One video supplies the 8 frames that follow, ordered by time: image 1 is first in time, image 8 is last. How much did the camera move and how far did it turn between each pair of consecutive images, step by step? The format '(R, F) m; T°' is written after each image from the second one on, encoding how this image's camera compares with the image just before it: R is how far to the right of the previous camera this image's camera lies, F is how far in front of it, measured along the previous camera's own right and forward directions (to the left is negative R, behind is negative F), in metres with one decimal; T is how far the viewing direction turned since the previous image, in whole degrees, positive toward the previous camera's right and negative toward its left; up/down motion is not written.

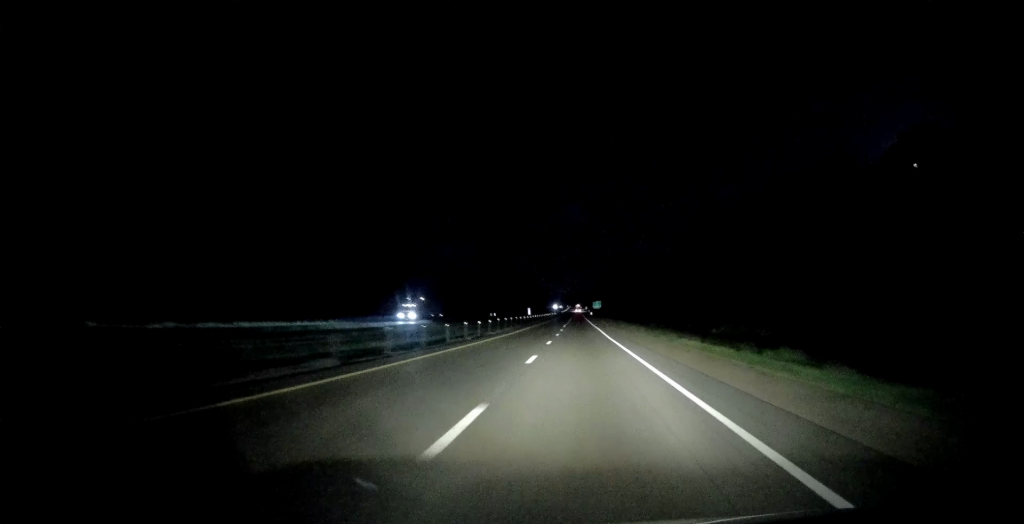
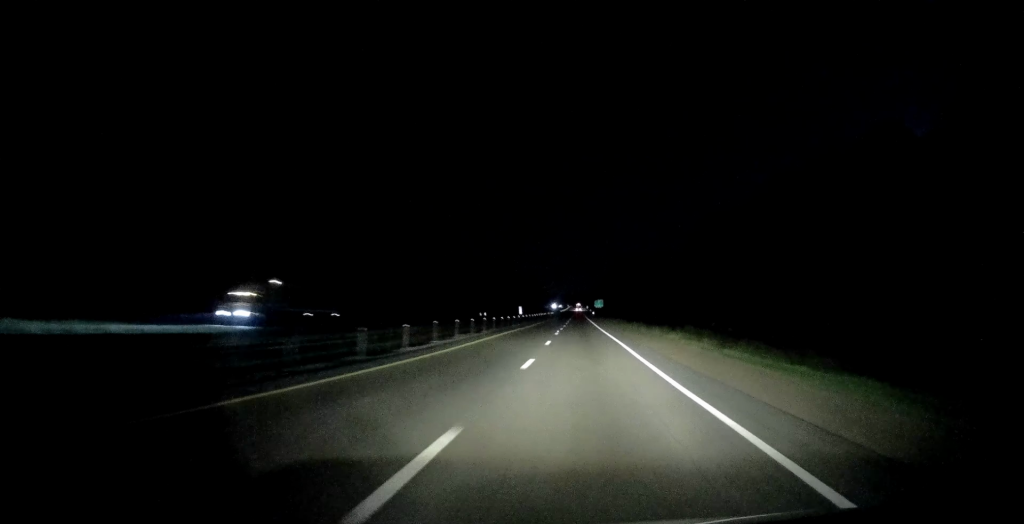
(-0.2, +26.4) m; 0°
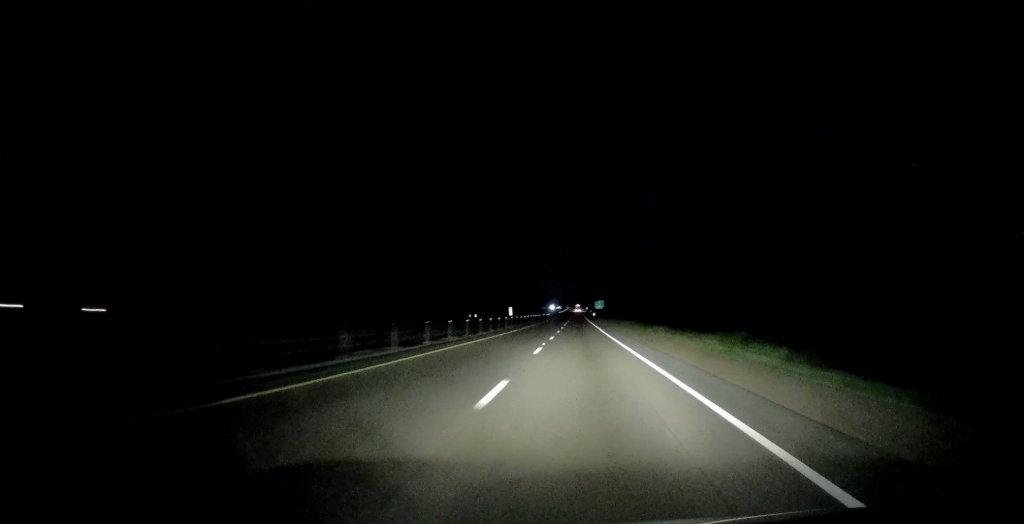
(+0.2, +18.9) m; 0°
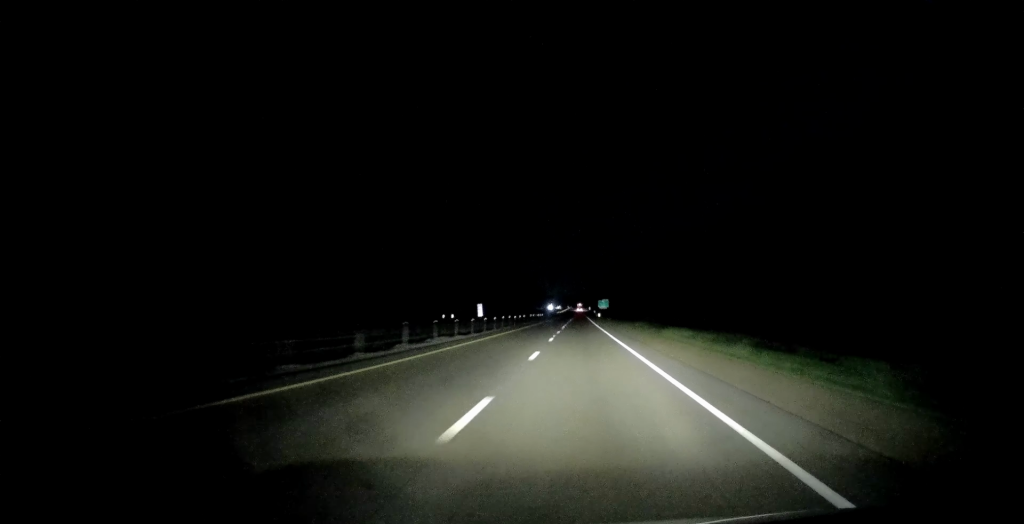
(-0.5, +38.7) m; -1°
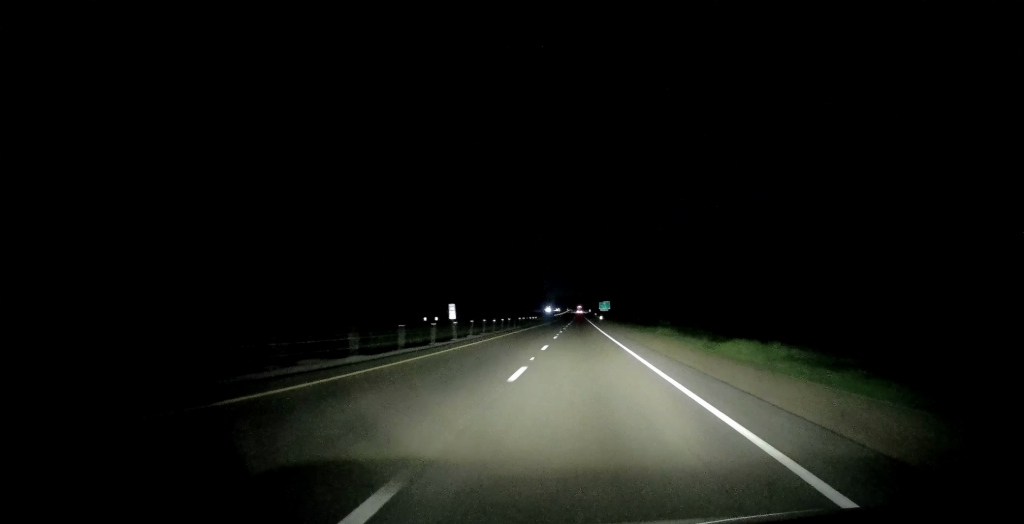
(0.0, +17.8) m; +1°
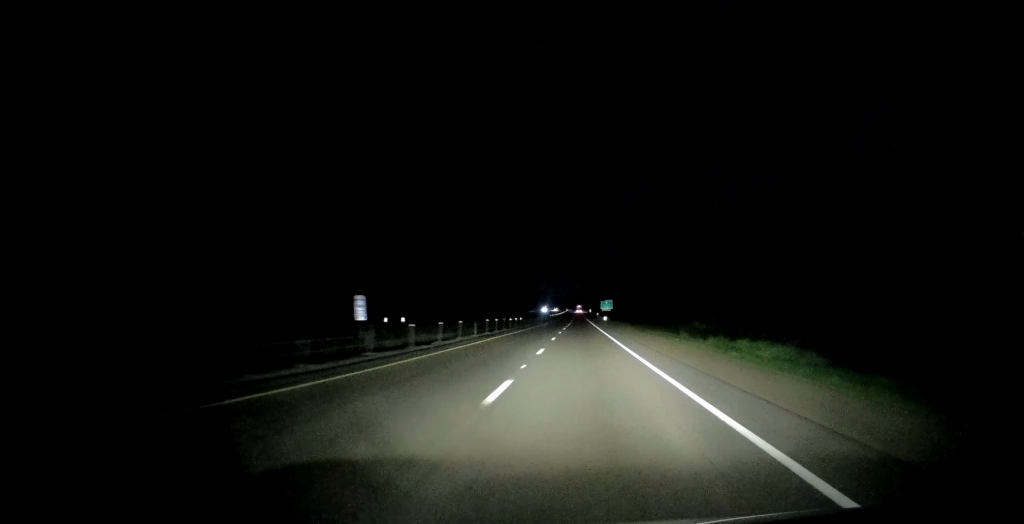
(+0.3, +28.3) m; +1°
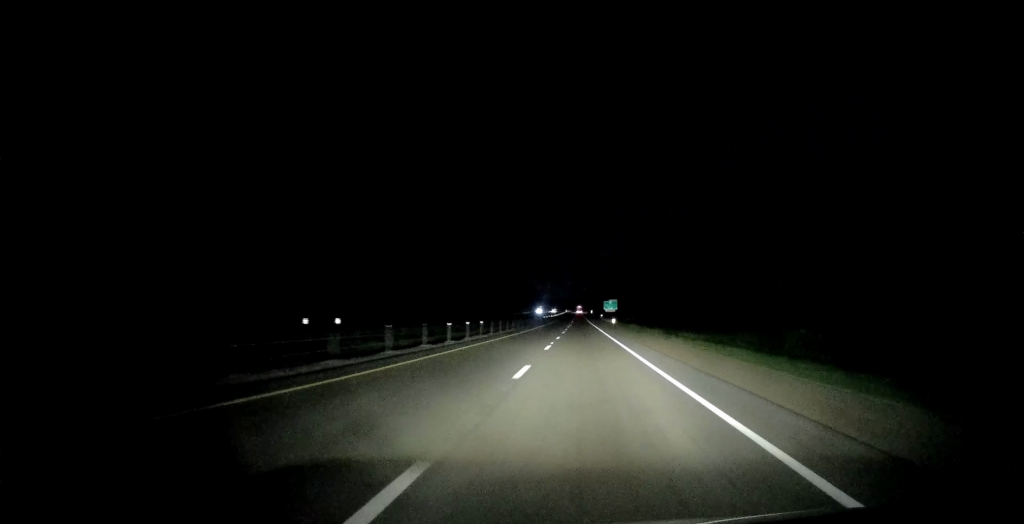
(+0.1, +32.5) m; 0°
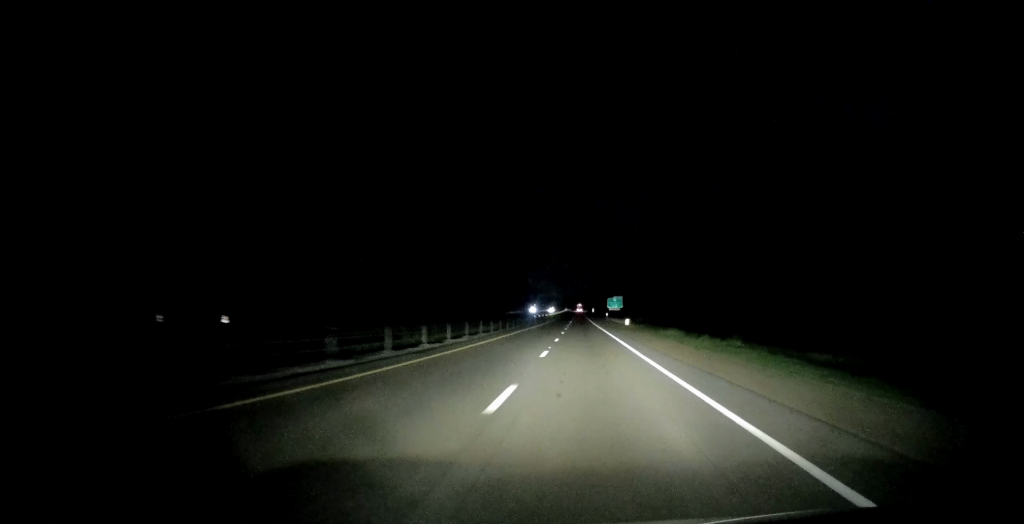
(-0.4, +29.2) m; 0°
